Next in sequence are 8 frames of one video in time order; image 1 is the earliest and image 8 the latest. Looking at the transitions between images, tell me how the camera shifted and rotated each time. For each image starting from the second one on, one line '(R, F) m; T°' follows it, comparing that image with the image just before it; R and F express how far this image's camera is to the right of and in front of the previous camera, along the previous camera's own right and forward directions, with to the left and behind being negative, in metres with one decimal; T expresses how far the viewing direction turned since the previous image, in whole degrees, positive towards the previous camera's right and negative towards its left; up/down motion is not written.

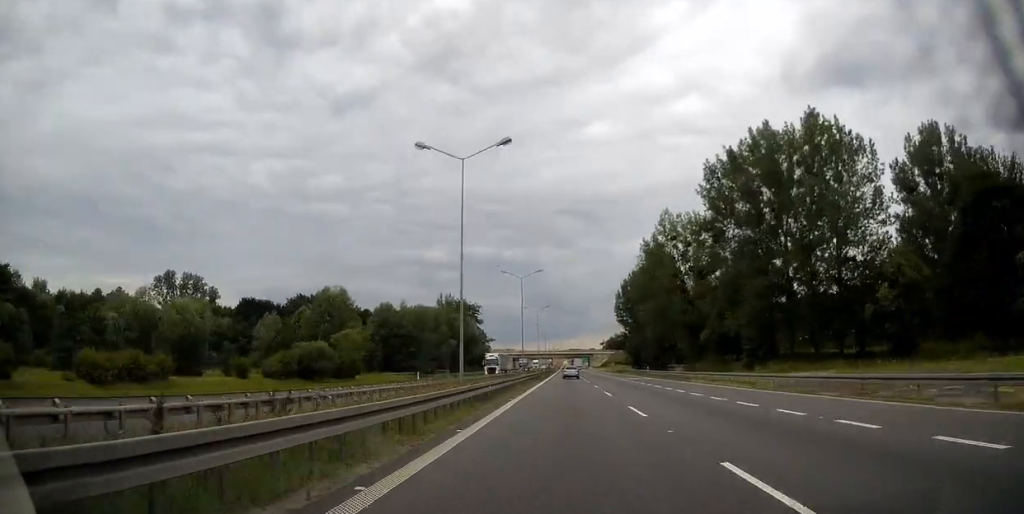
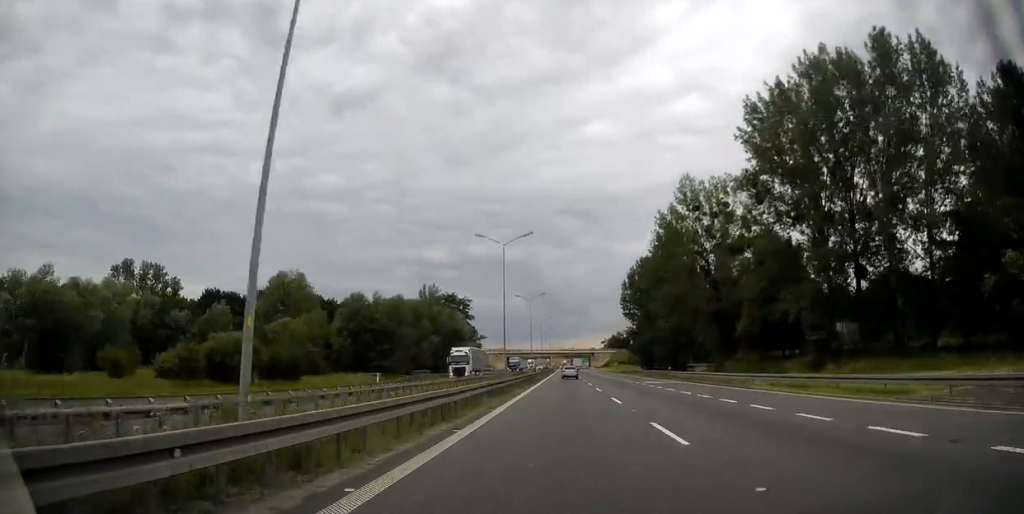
(0.0, +18.0) m; 0°
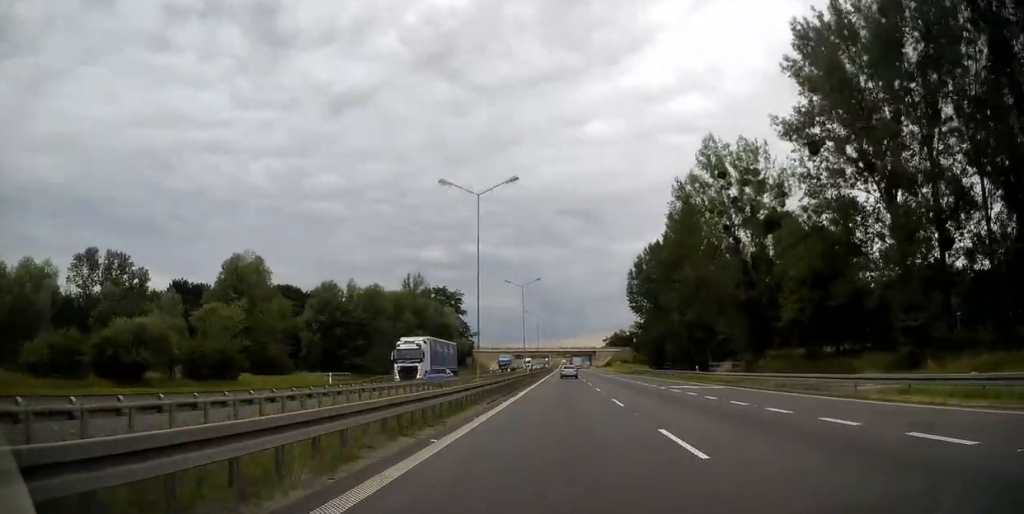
(0.0, +13.8) m; 0°
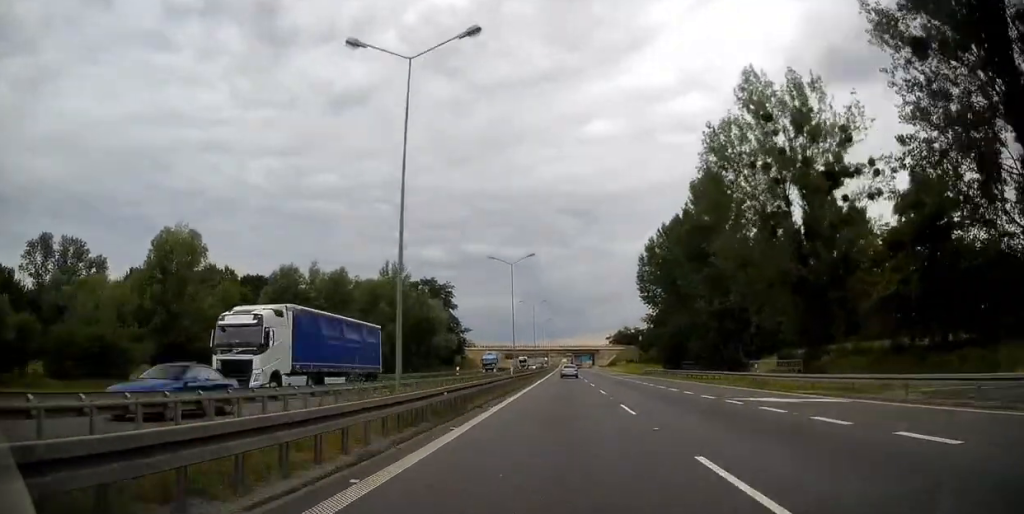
(0.0, +15.8) m; 0°
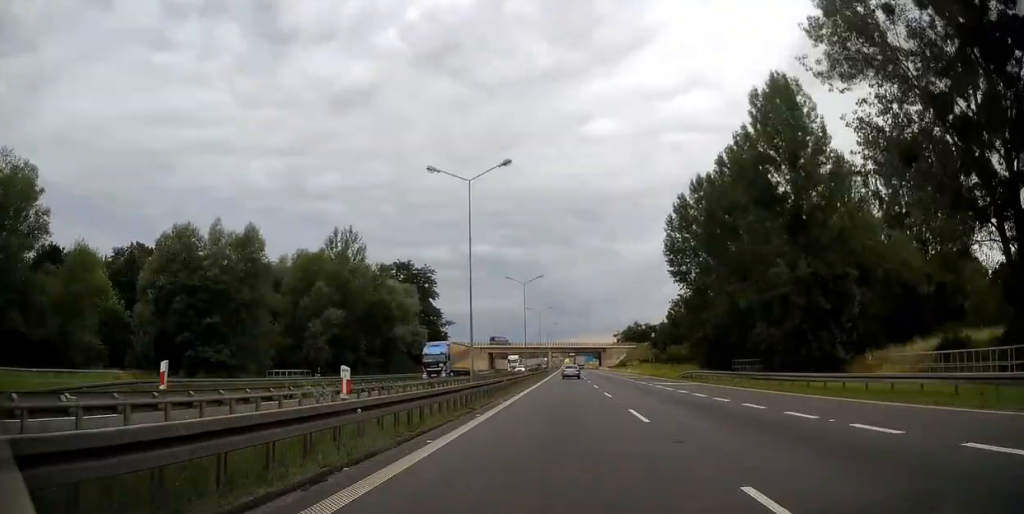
(0.0, +26.4) m; 0°
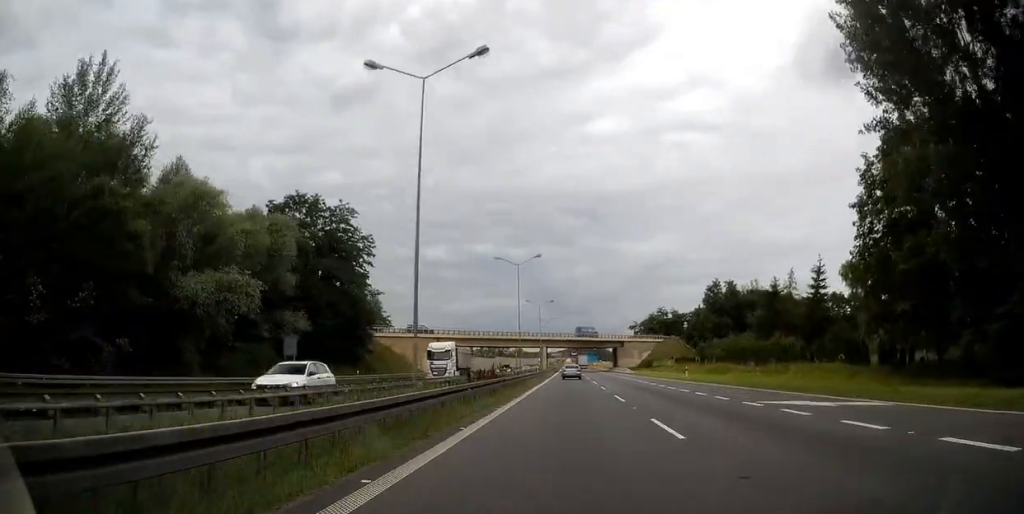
(-0.1, +51.6) m; -1°
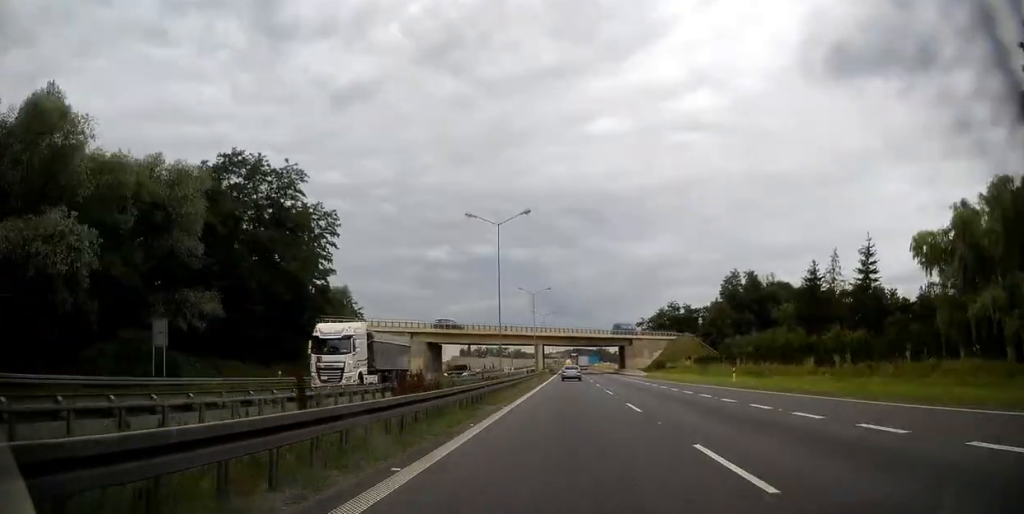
(-0.1, +16.7) m; 0°
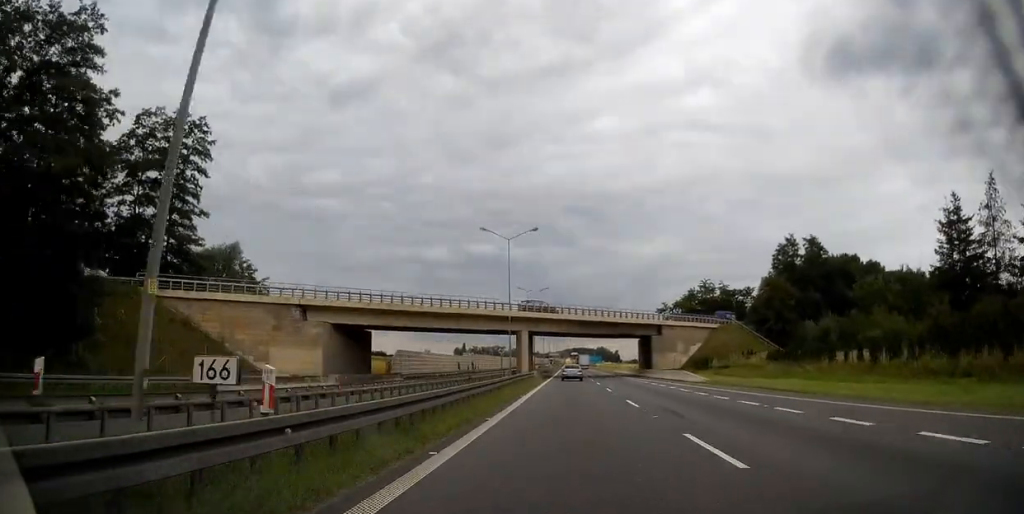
(+0.1, +34.5) m; 0°
